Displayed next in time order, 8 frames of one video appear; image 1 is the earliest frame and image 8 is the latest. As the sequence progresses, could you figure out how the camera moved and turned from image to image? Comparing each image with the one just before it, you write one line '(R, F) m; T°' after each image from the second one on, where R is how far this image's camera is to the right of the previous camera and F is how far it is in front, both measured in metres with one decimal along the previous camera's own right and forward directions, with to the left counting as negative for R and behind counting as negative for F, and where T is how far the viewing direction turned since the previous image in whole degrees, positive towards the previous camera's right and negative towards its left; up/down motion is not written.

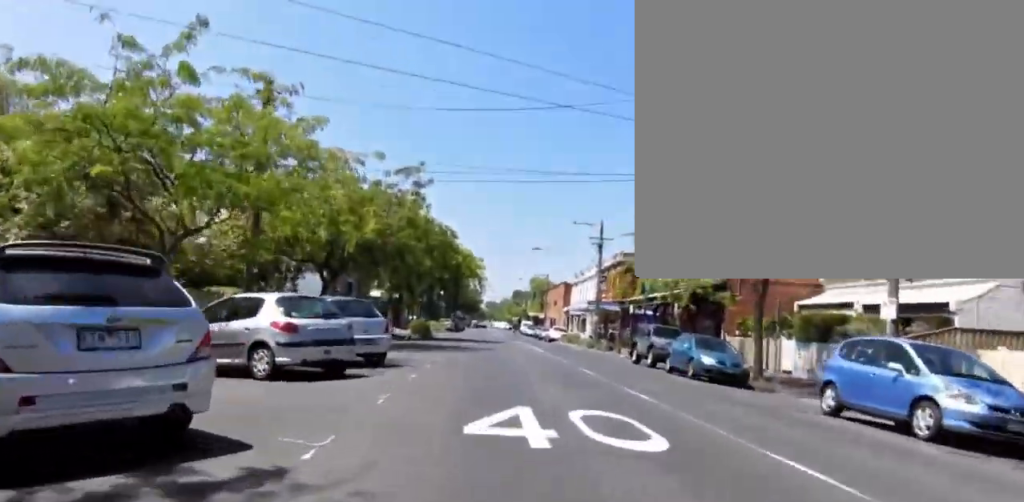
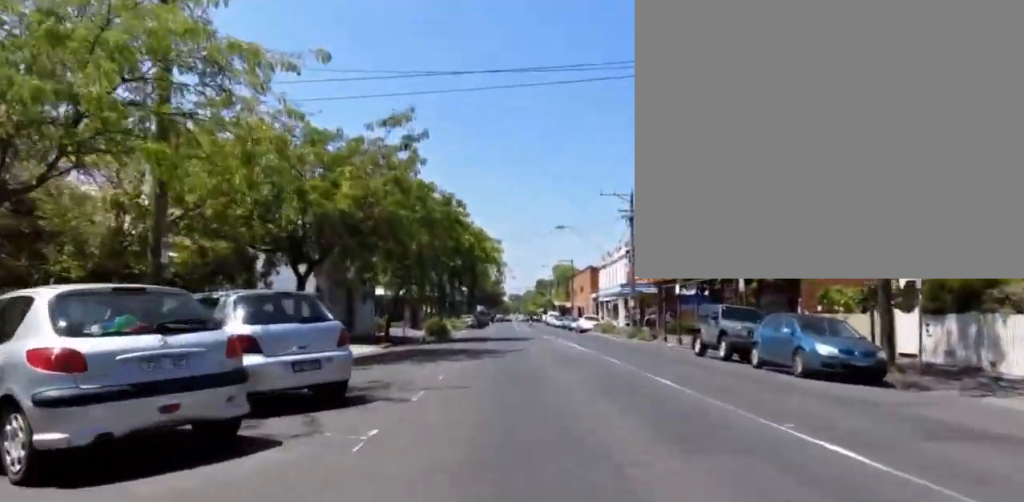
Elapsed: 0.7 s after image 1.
(-0.1, +4.7) m; -2°
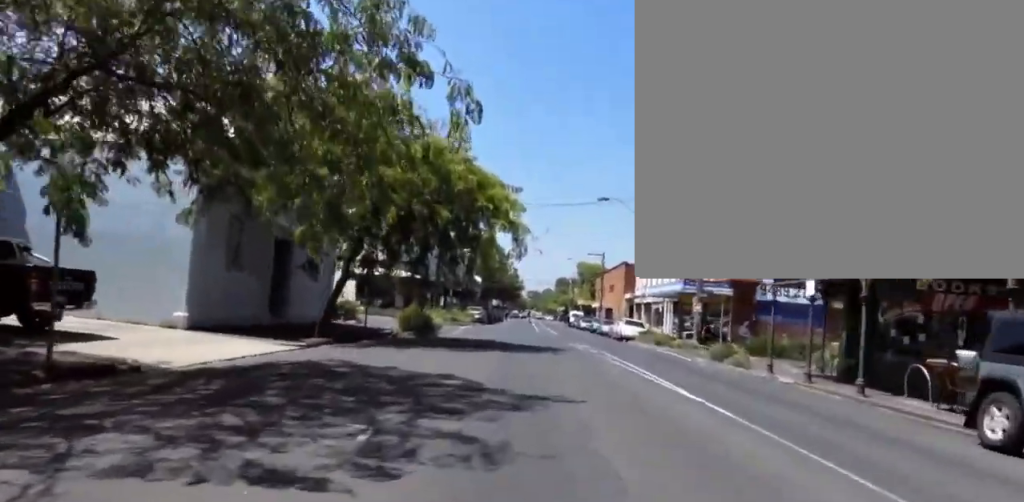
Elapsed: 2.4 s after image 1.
(-1.6, +11.8) m; -9°
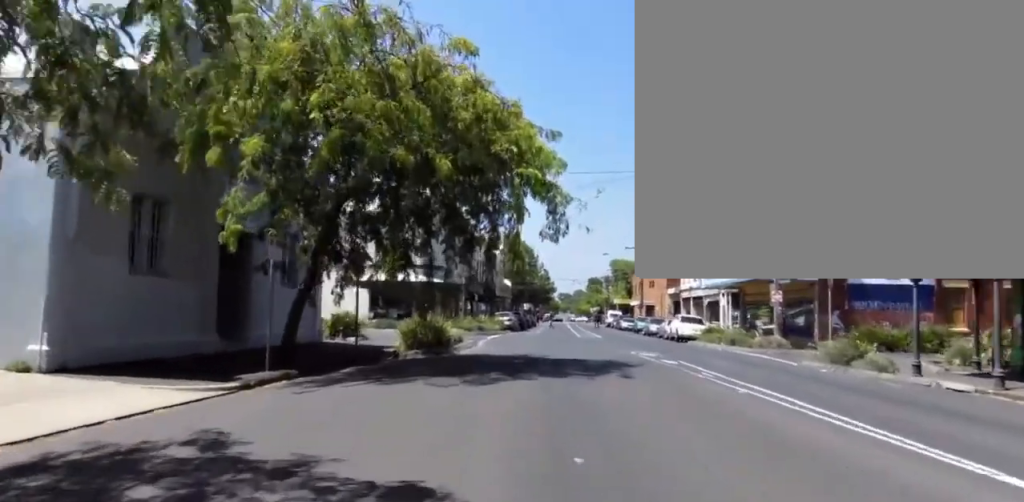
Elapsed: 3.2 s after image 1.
(0.0, +6.1) m; +4°
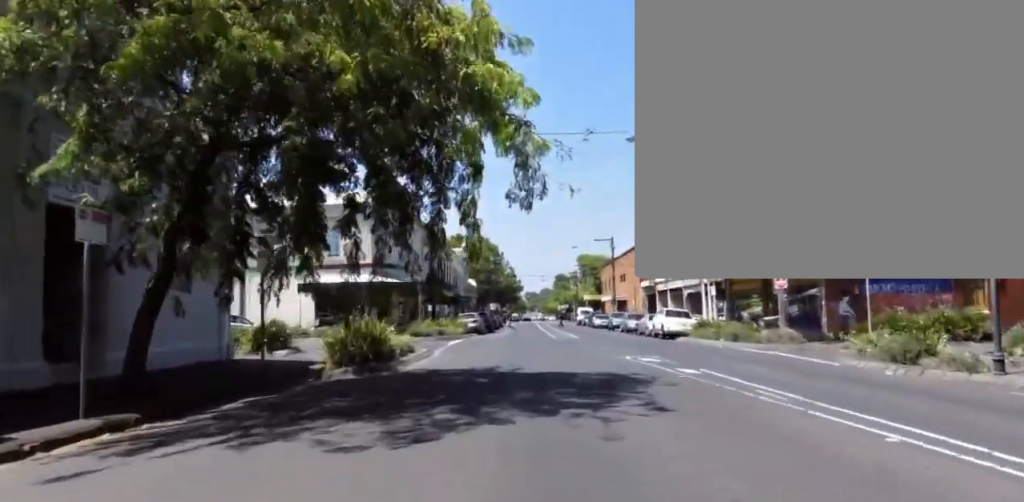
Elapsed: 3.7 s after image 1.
(+0.3, +4.3) m; +5°
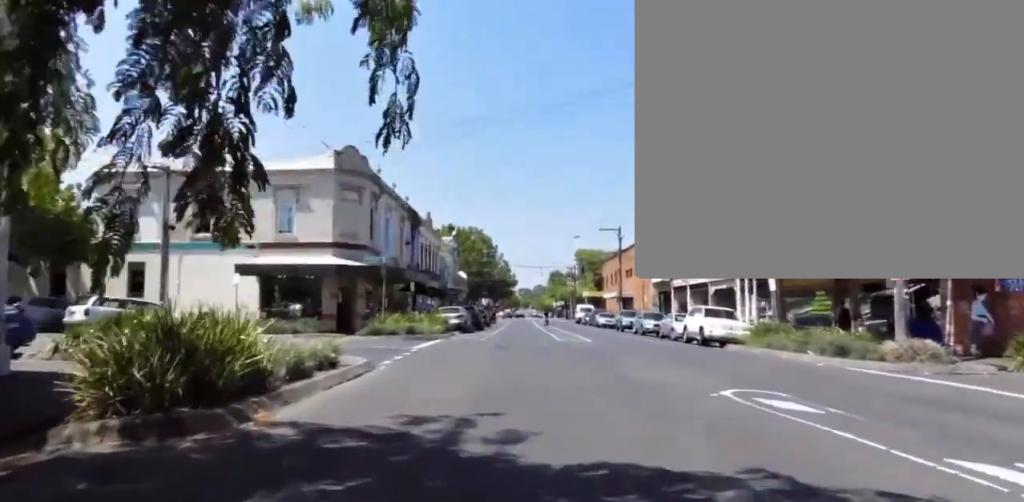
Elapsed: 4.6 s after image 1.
(+0.4, +8.1) m; +11°
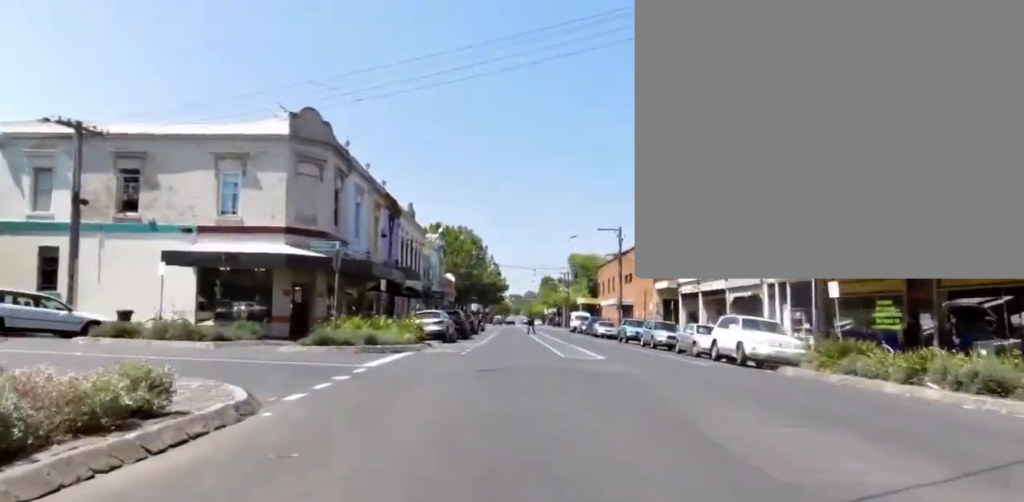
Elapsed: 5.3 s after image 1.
(+0.7, +6.8) m; +7°
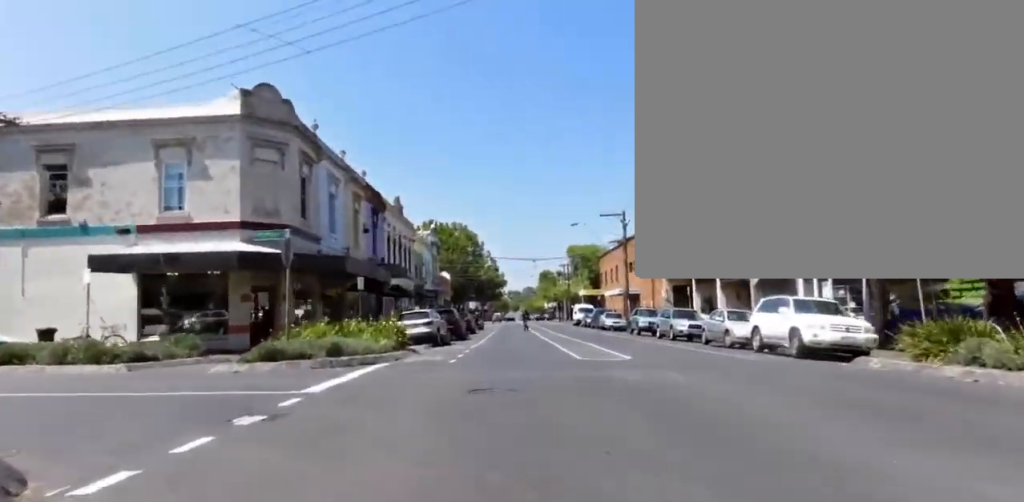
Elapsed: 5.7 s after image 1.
(+0.2, +5.3) m; +5°
